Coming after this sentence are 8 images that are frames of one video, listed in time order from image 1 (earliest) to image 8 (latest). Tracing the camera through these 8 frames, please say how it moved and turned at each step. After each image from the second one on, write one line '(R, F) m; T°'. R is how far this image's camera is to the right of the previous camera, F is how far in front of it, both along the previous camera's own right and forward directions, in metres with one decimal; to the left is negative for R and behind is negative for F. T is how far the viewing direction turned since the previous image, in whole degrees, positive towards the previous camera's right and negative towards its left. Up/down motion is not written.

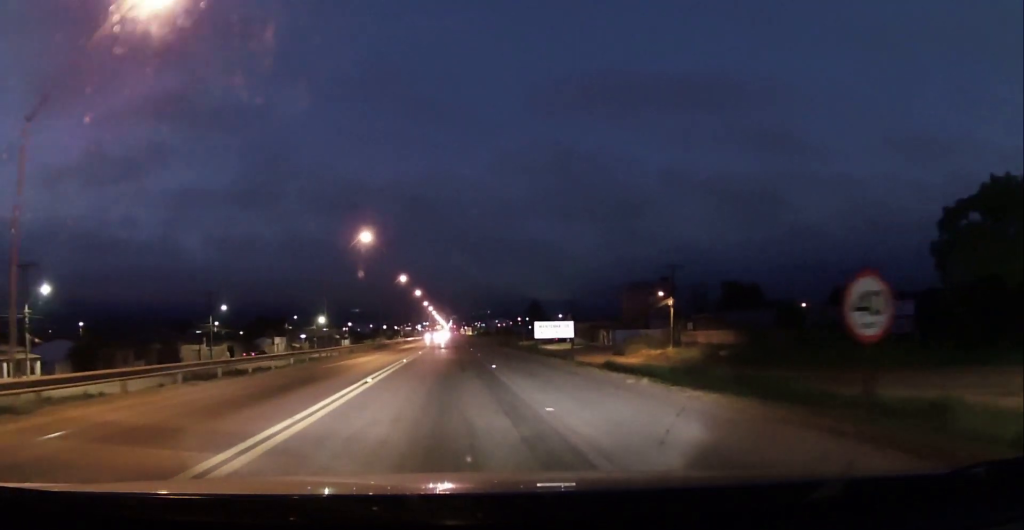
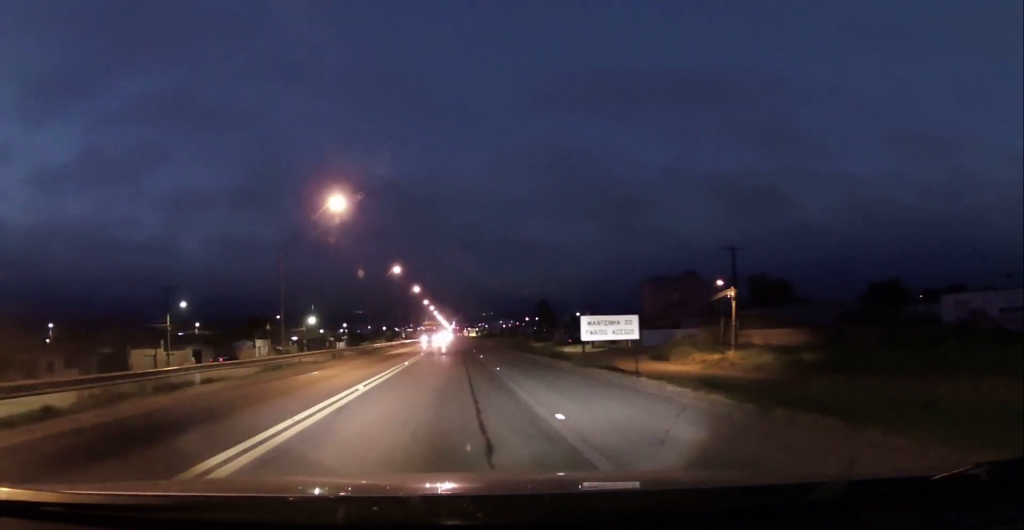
(+0.4, +12.9) m; +3°
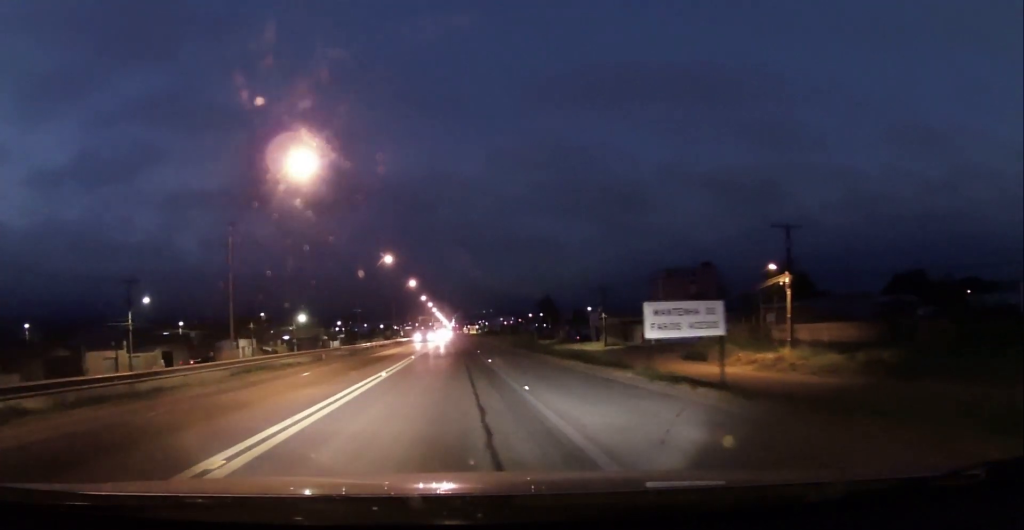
(0.0, +8.5) m; 0°
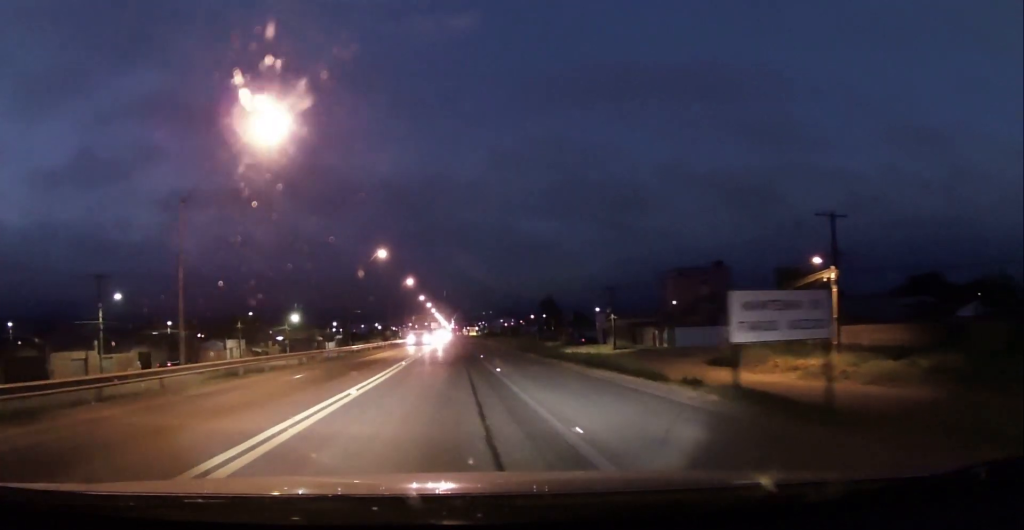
(0.0, +5.3) m; 0°
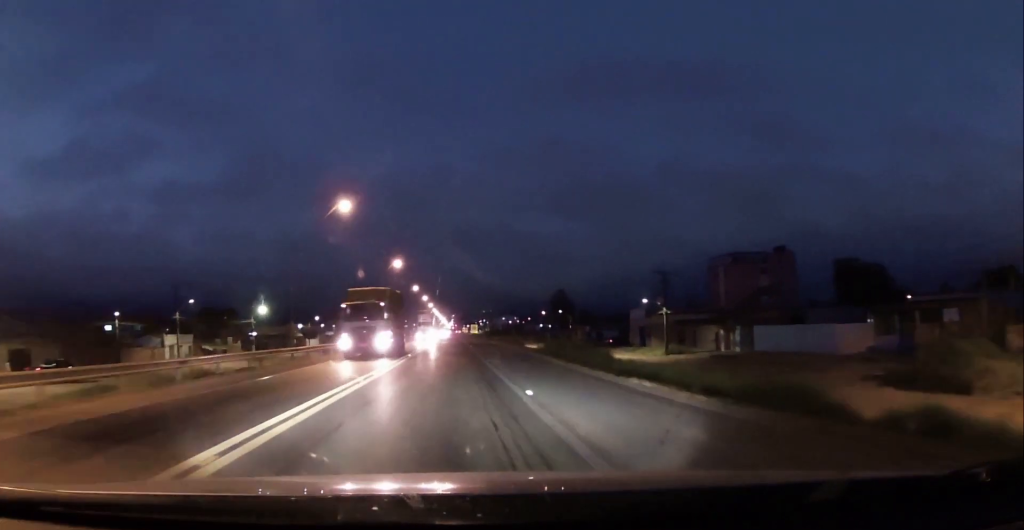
(0.0, +21.6) m; -1°
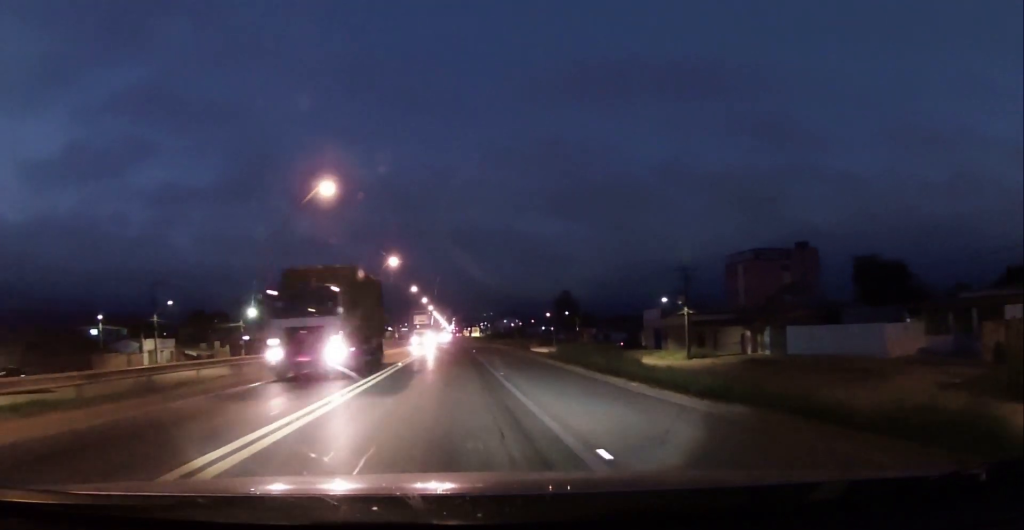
(-0.1, +6.1) m; 0°
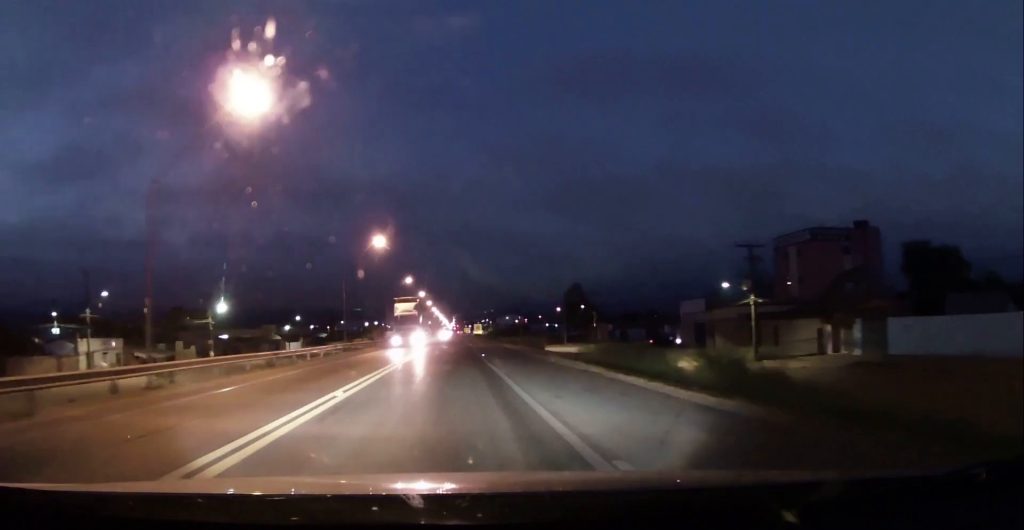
(-0.2, +13.8) m; 0°
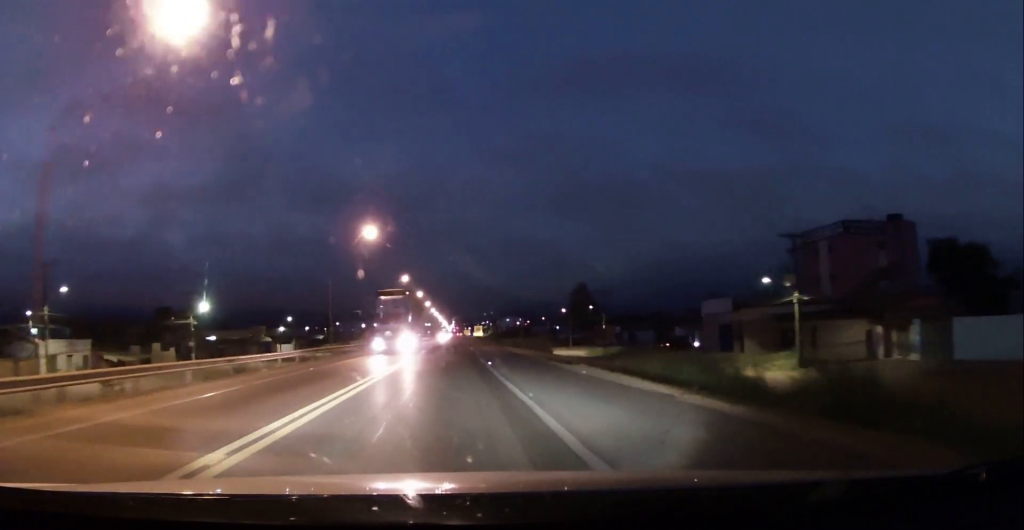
(-0.1, +6.4) m; 0°
